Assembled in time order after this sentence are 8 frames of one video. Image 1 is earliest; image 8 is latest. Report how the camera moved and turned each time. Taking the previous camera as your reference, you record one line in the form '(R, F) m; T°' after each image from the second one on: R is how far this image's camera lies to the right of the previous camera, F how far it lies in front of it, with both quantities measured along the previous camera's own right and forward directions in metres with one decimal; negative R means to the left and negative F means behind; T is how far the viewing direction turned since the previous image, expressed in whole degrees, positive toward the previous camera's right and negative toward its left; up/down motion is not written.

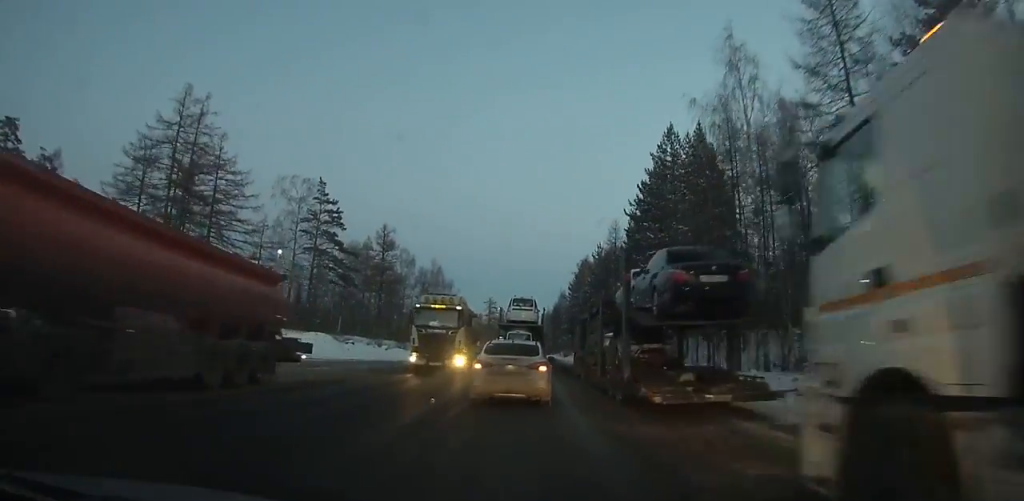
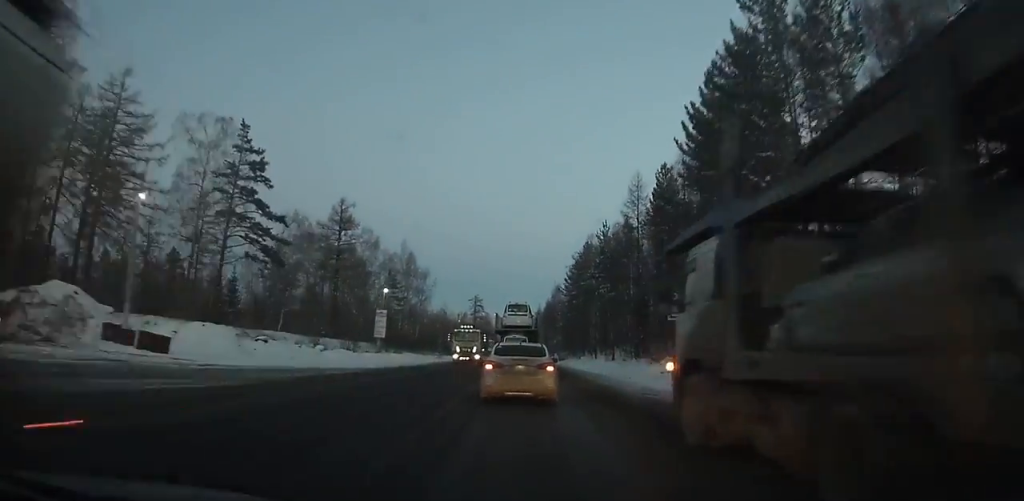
(+0.3, +23.5) m; +1°
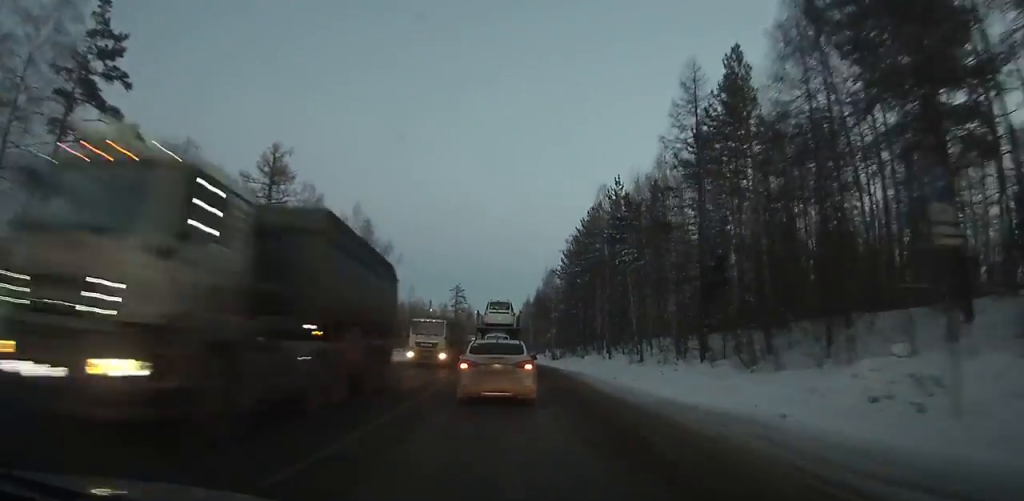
(+0.2, +22.8) m; 0°
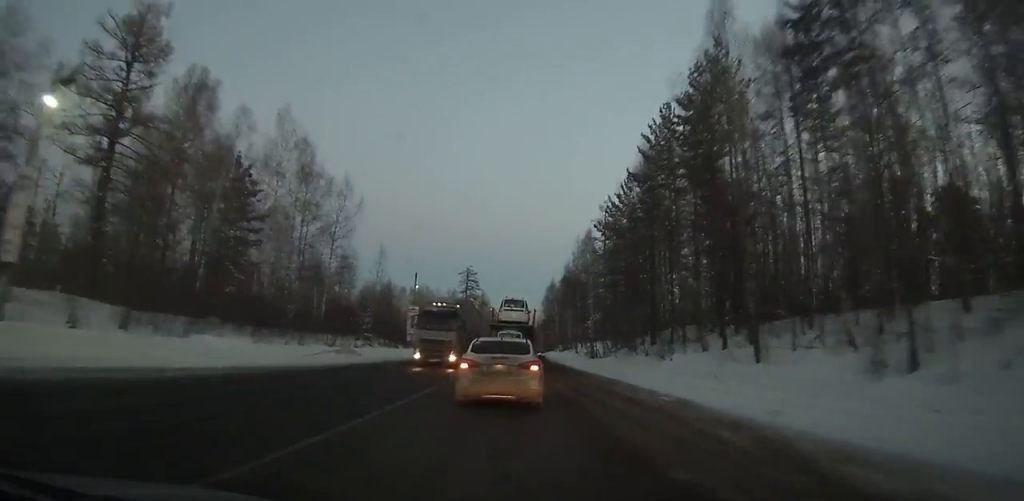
(0.0, +31.0) m; 0°
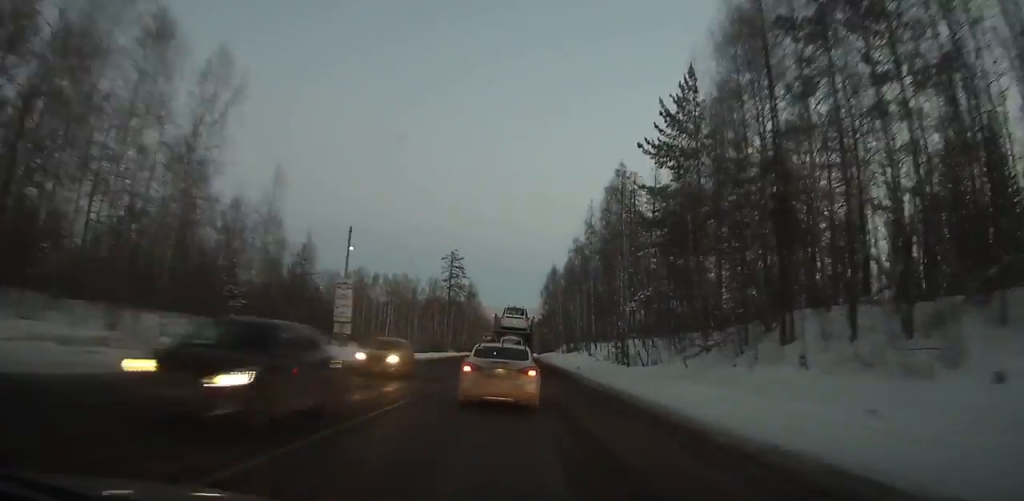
(0.0, +27.2) m; 0°
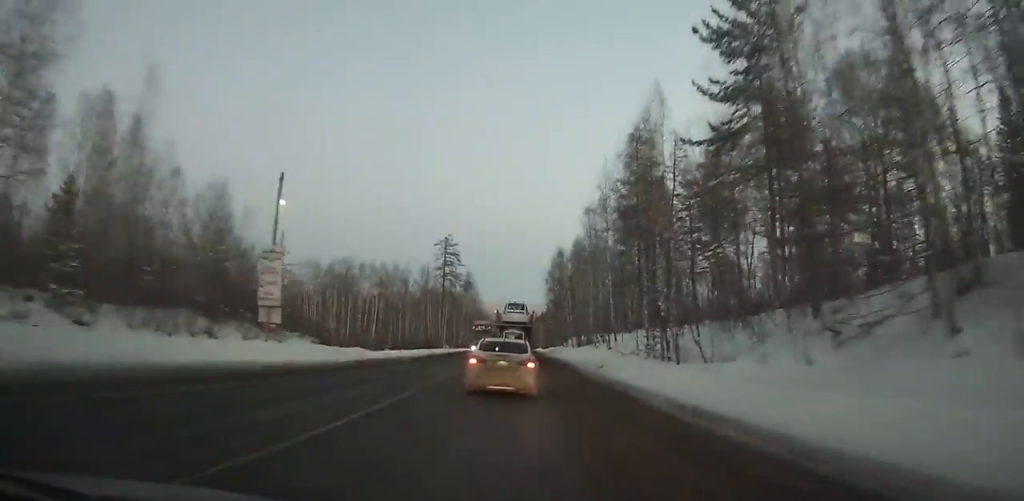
(0.0, +14.6) m; 0°
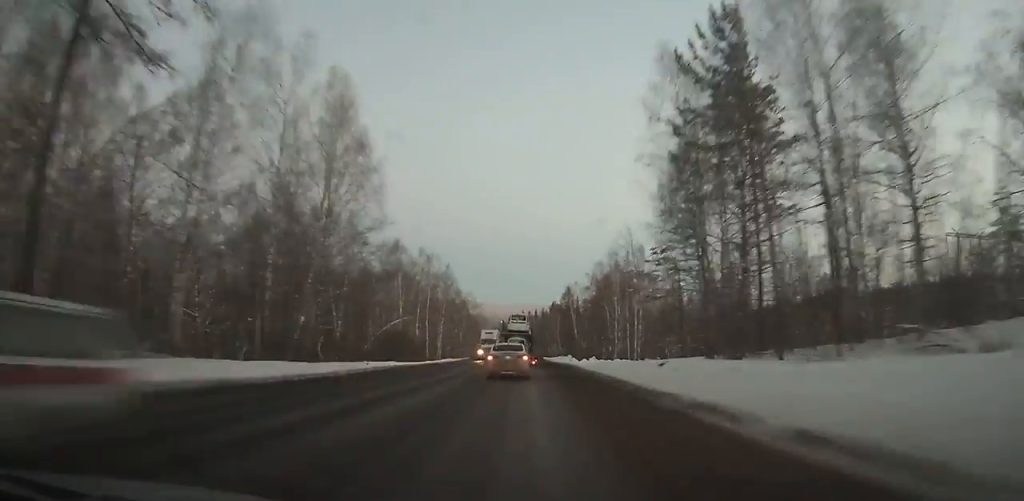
(+0.5, +107.5) m; 0°
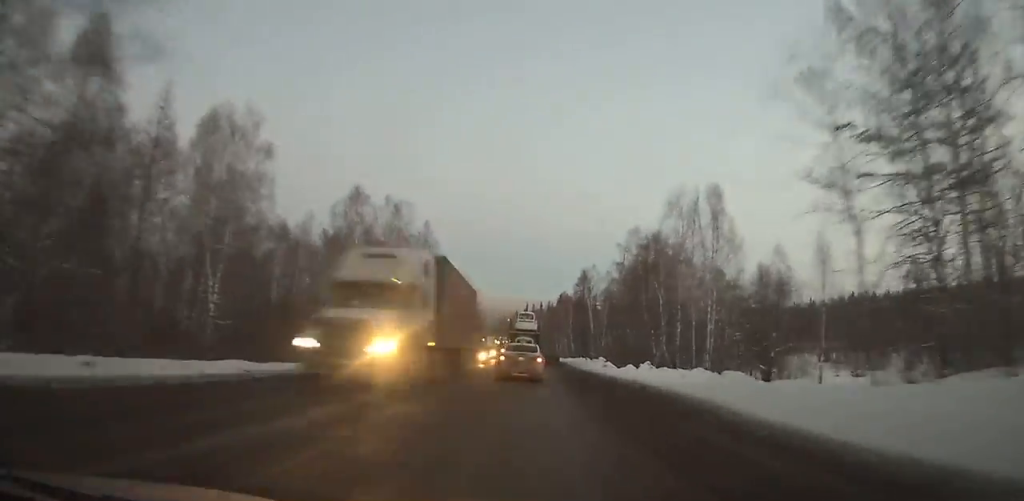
(-0.1, +28.8) m; 0°
